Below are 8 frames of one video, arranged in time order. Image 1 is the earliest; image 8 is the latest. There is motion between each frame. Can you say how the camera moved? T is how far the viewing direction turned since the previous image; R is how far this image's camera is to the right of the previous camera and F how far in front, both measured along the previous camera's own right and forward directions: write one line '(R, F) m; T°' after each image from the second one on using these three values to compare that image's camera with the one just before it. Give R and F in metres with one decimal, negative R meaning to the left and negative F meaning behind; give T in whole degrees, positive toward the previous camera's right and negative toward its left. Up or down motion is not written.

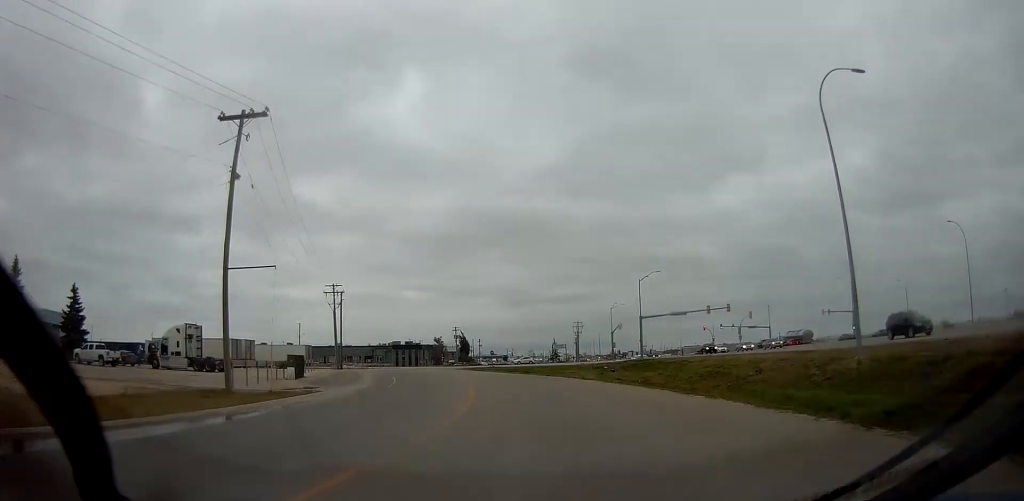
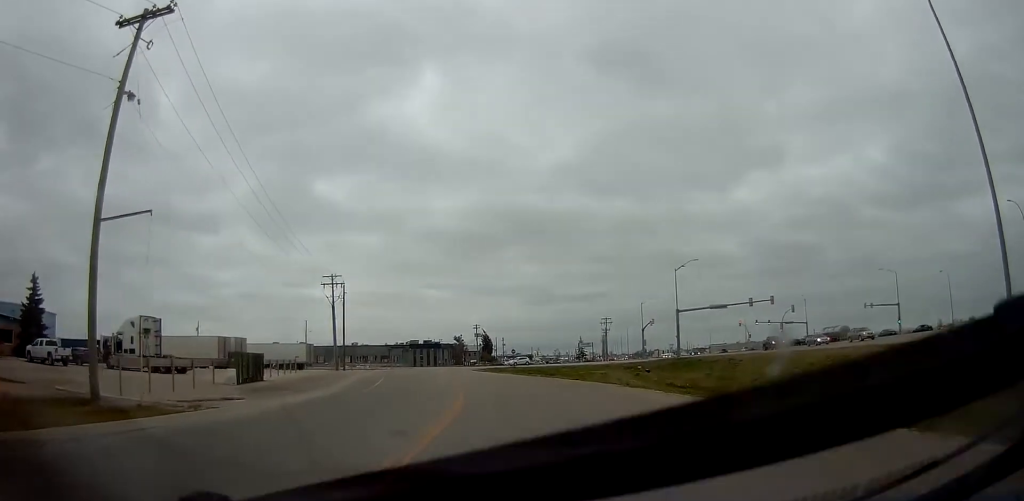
(-0.1, +9.5) m; -2°
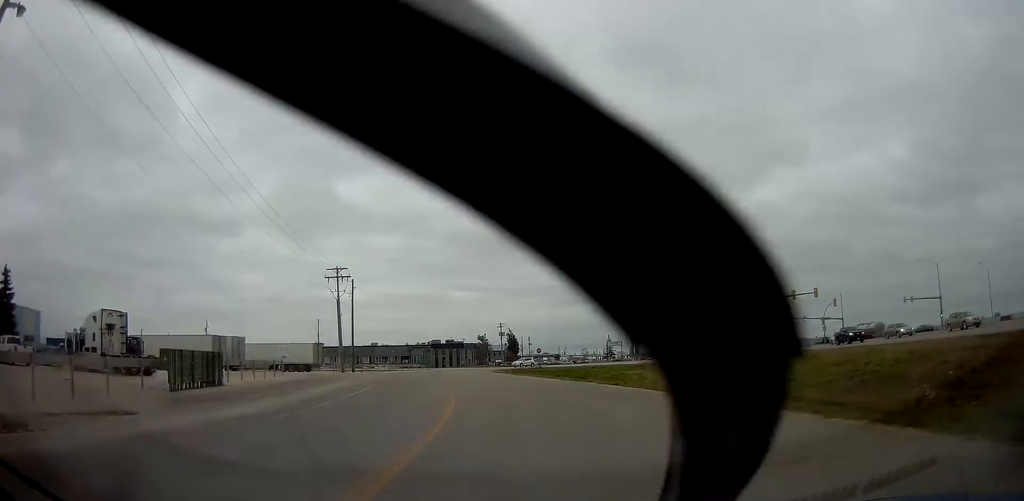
(-0.1, +7.0) m; -3°
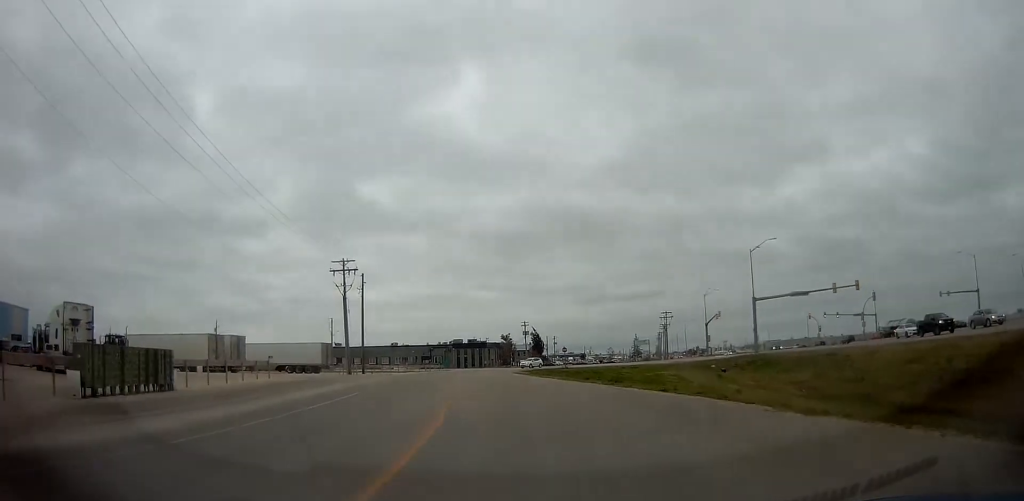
(-0.2, +5.8) m; -2°
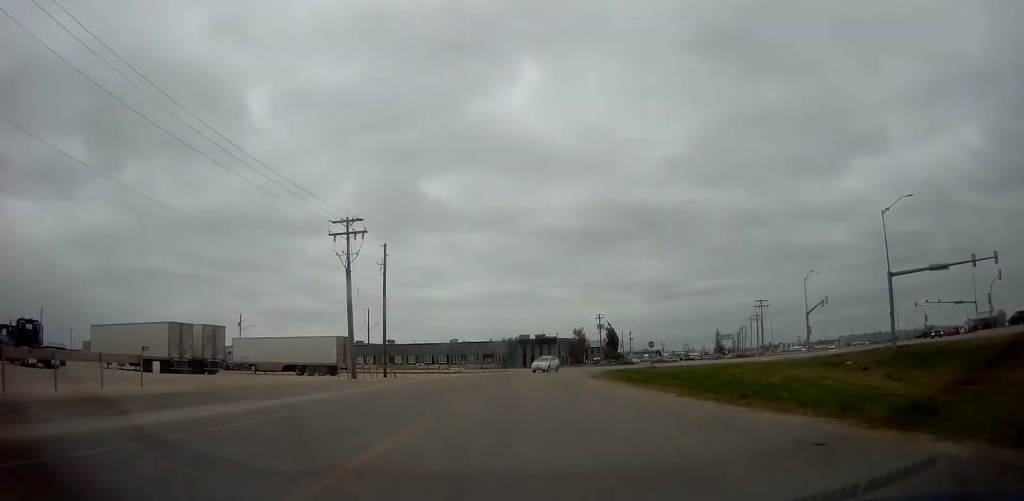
(-1.2, +18.1) m; -8°
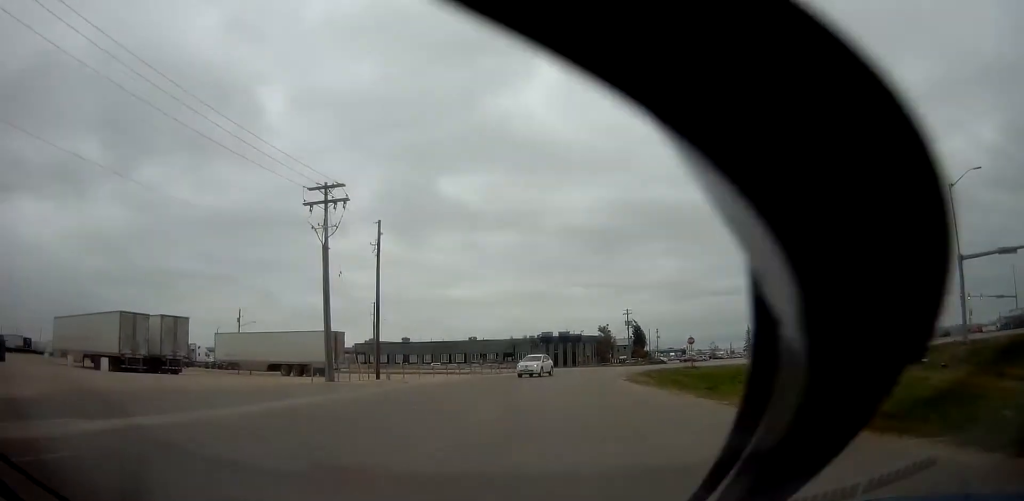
(-0.3, +9.0) m; -2°
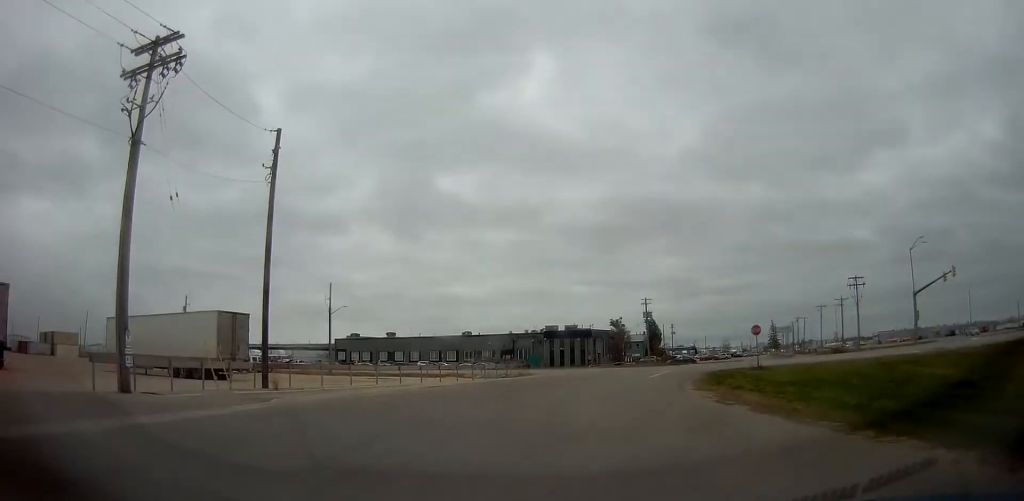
(-0.3, +18.5) m; -2°
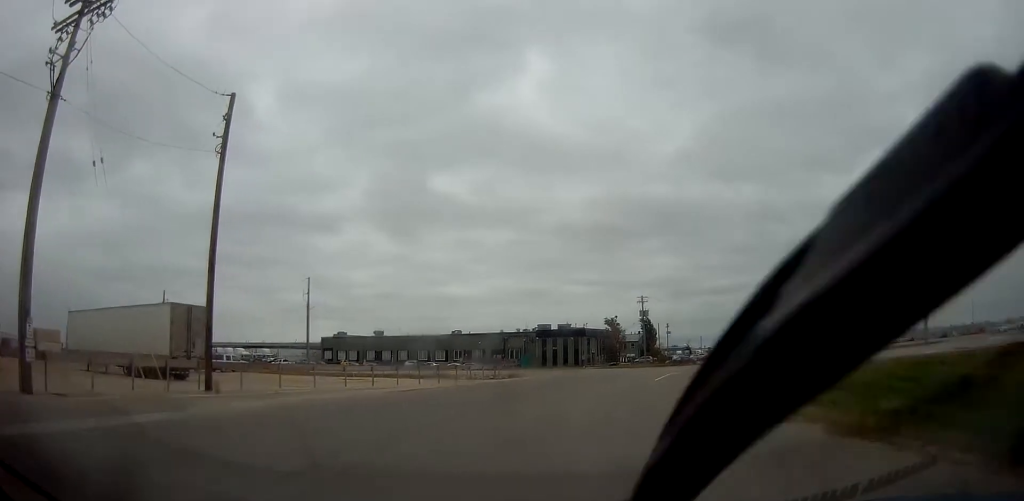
(0.0, +4.0) m; +2°
